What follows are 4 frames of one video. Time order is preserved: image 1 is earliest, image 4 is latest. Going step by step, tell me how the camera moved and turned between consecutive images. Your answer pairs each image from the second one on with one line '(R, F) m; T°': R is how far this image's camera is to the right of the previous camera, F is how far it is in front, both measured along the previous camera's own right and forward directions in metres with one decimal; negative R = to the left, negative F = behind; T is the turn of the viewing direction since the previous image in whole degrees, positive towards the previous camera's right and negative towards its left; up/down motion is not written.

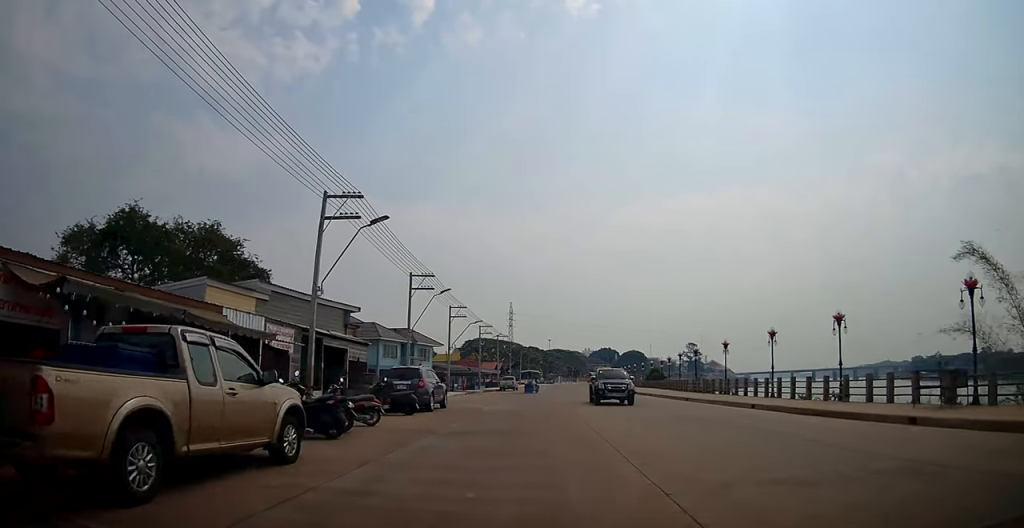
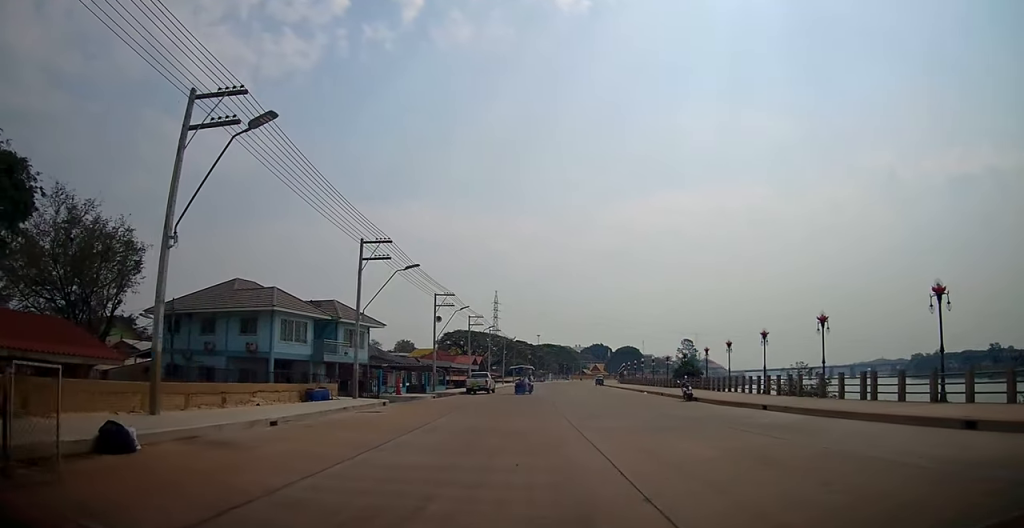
(-0.4, +23.6) m; -1°
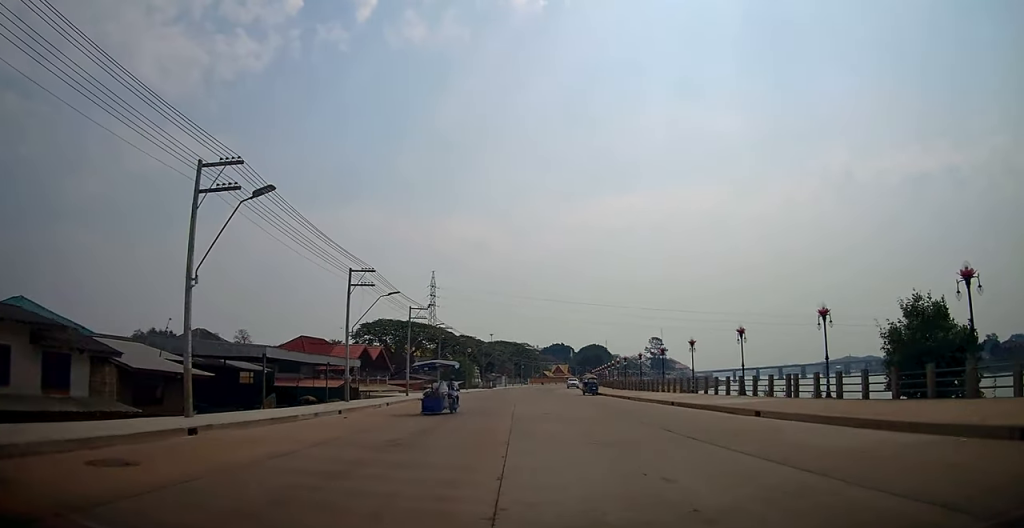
(+1.6, +43.9) m; +4°
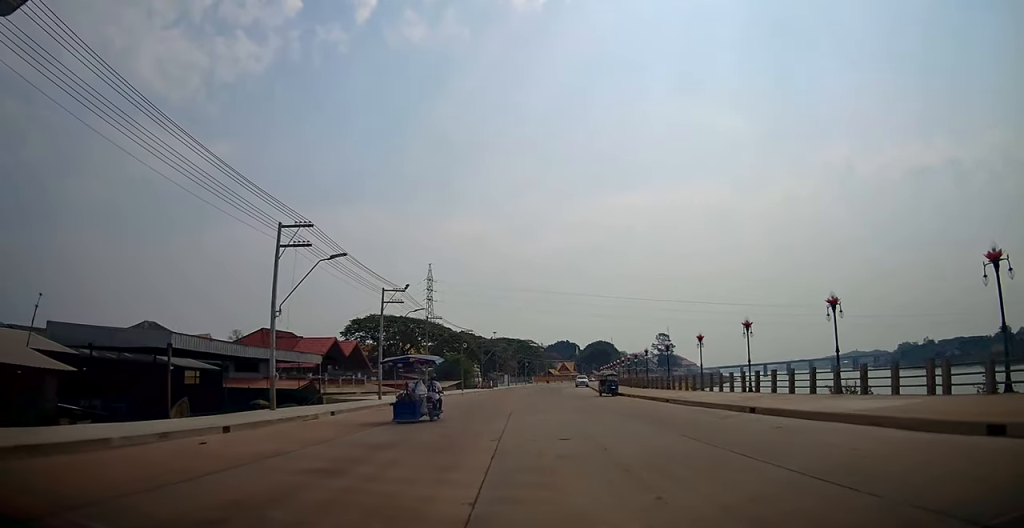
(0.0, +9.4) m; +1°
